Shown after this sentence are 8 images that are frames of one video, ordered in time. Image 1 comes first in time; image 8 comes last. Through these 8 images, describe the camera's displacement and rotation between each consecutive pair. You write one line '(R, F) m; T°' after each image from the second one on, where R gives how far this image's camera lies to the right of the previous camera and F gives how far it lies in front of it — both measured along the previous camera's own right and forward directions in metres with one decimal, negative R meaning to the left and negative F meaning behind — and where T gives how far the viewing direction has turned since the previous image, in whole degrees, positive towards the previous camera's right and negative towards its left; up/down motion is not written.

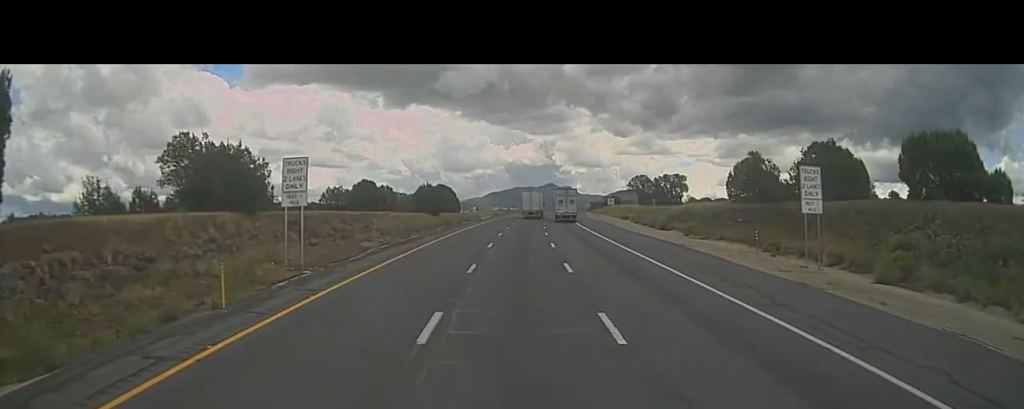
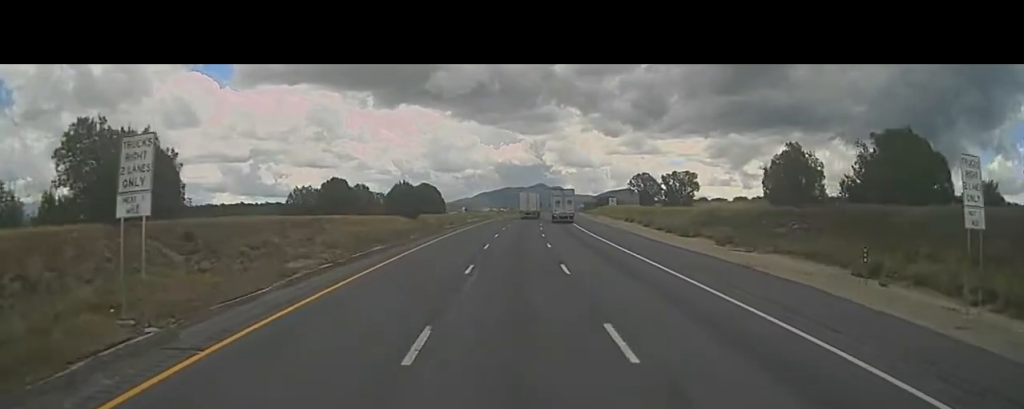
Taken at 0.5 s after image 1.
(+0.1, +10.0) m; +1°
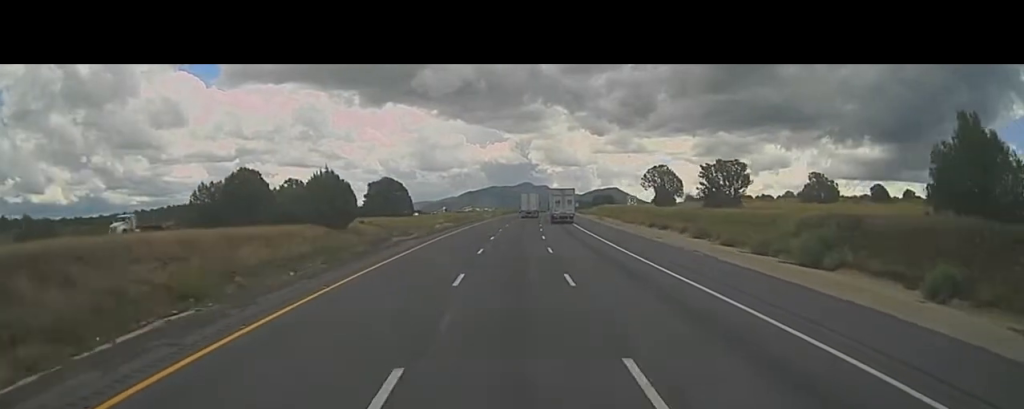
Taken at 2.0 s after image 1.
(0.0, +27.7) m; 0°
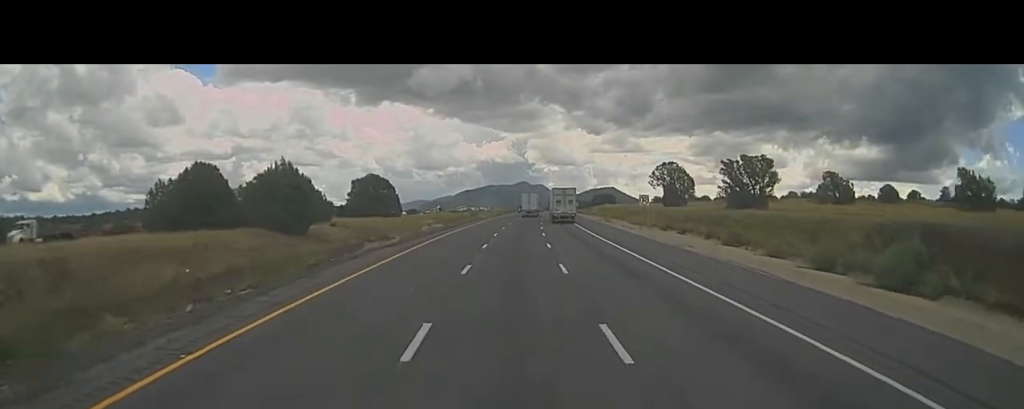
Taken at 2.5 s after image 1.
(0.0, +8.8) m; 0°
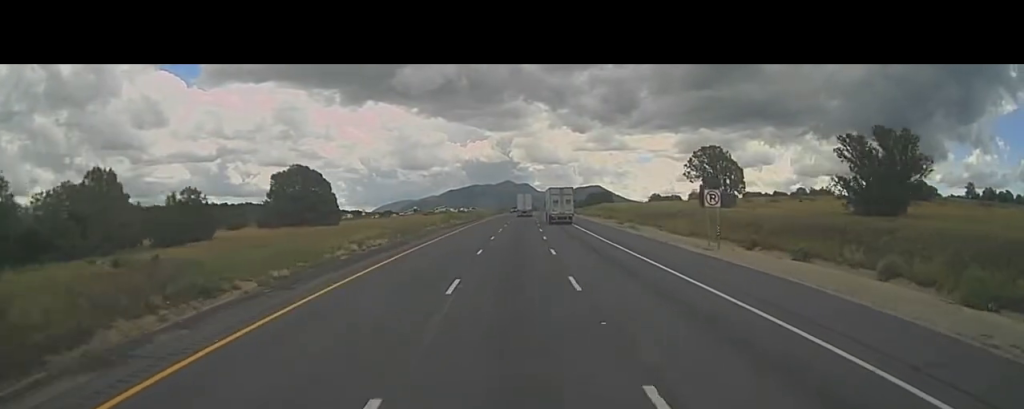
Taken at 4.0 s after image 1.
(+0.6, +28.7) m; +3°
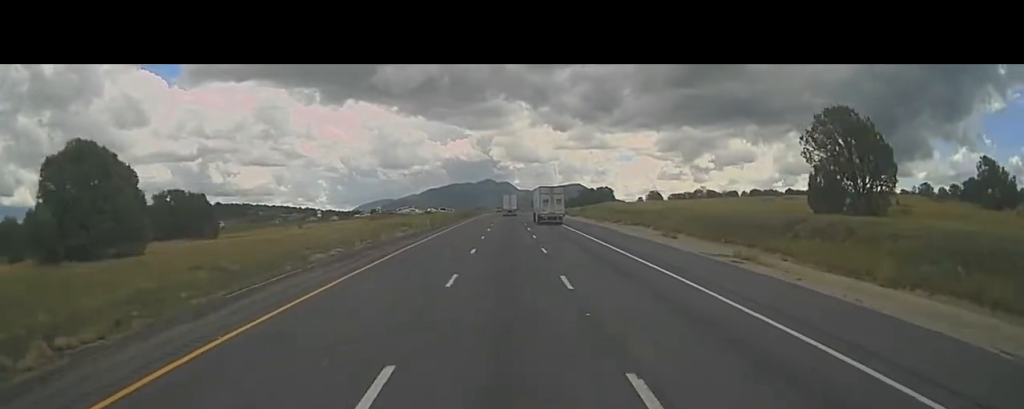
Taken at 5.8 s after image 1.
(+1.1, +35.9) m; +2°
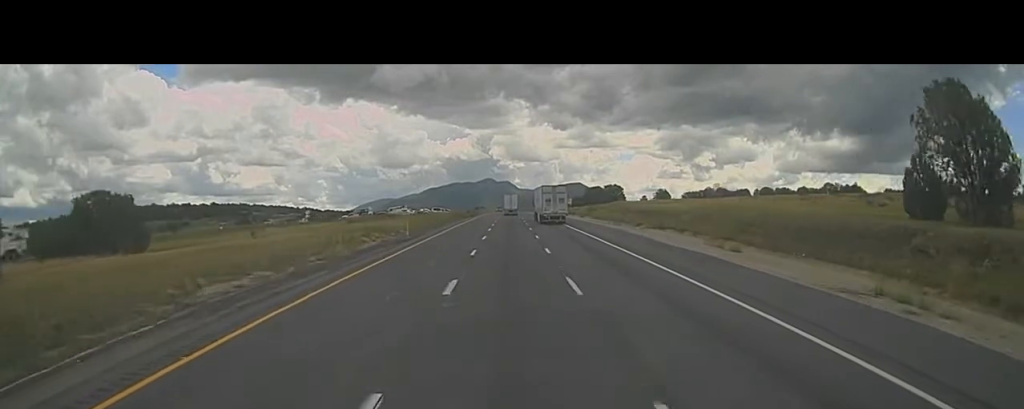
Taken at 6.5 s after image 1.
(-0.3, +12.9) m; 0°
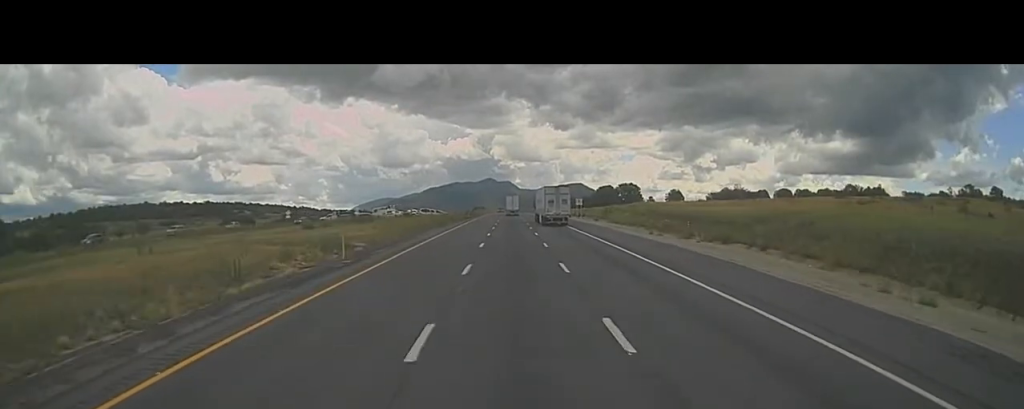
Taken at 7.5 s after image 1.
(+0.4, +19.7) m; 0°
